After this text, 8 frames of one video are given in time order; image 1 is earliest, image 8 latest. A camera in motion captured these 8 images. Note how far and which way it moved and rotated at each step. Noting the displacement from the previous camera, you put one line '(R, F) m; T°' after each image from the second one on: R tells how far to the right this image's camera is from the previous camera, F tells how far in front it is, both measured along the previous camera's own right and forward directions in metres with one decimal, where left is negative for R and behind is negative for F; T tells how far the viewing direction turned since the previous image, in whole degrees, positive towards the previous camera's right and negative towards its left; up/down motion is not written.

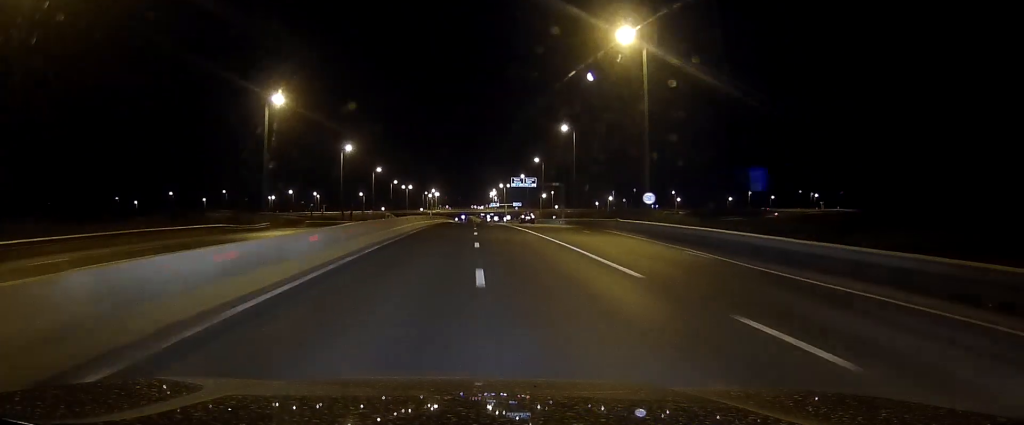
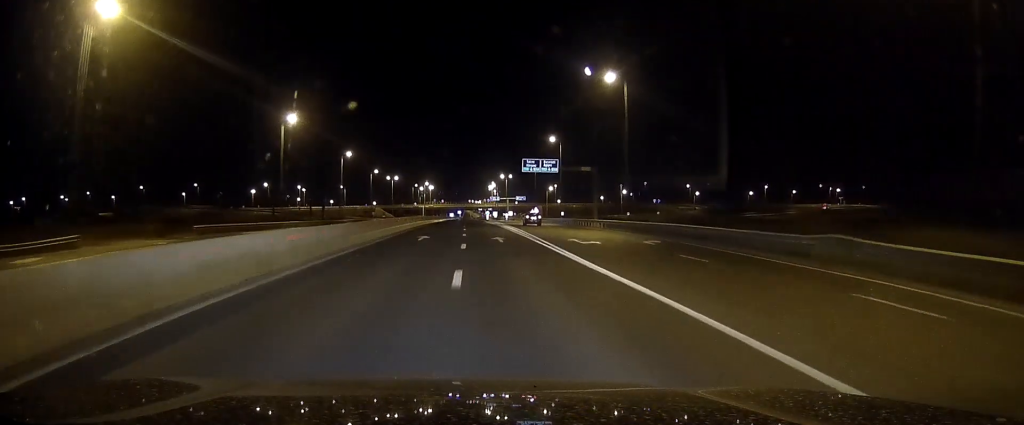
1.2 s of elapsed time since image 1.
(+0.2, +36.0) m; 0°
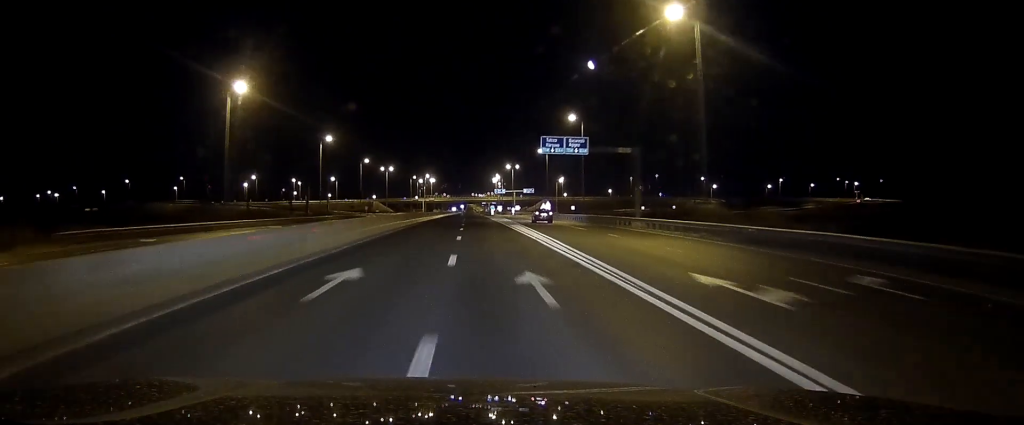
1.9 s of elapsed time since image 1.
(0.0, +20.5) m; 0°
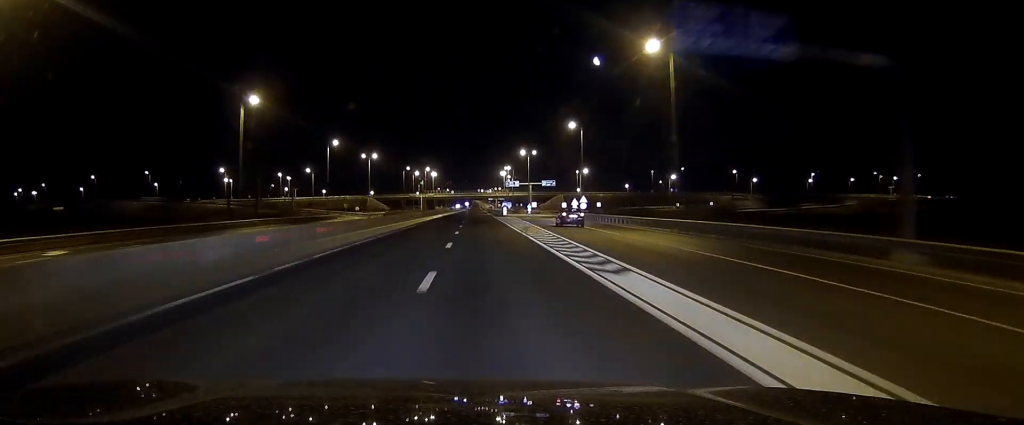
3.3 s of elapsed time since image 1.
(-0.1, +40.9) m; -1°
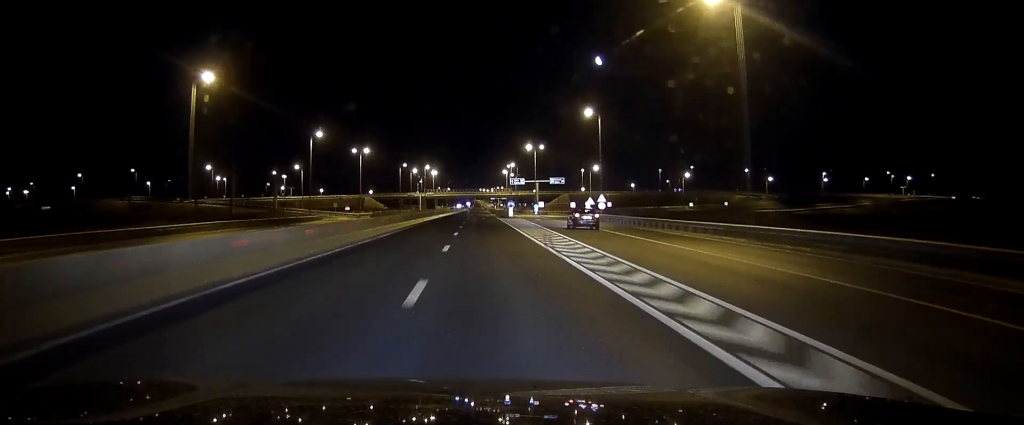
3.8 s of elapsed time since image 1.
(0.0, +13.6) m; 0°
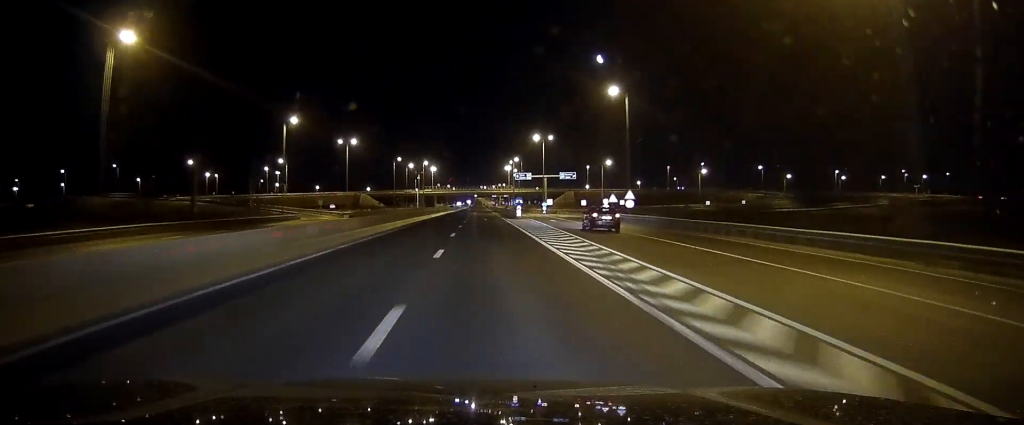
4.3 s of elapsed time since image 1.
(-0.1, +15.6) m; 0°
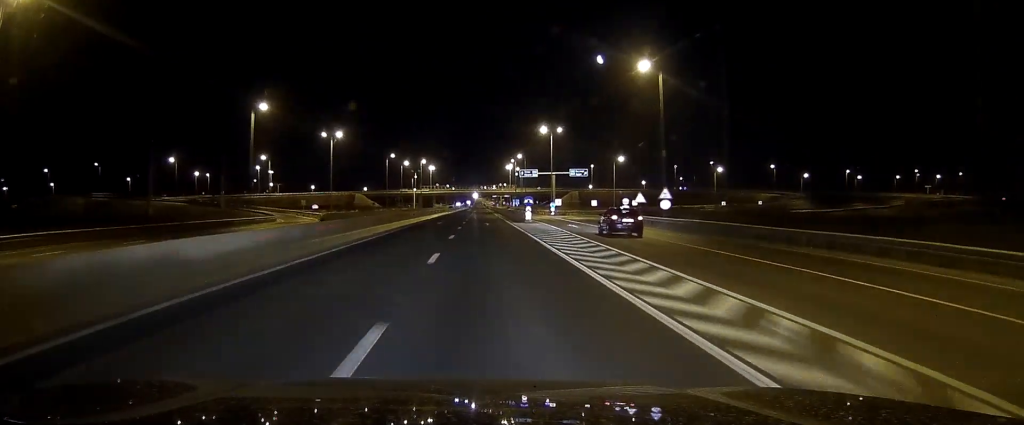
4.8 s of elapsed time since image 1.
(0.0, +13.7) m; 0°
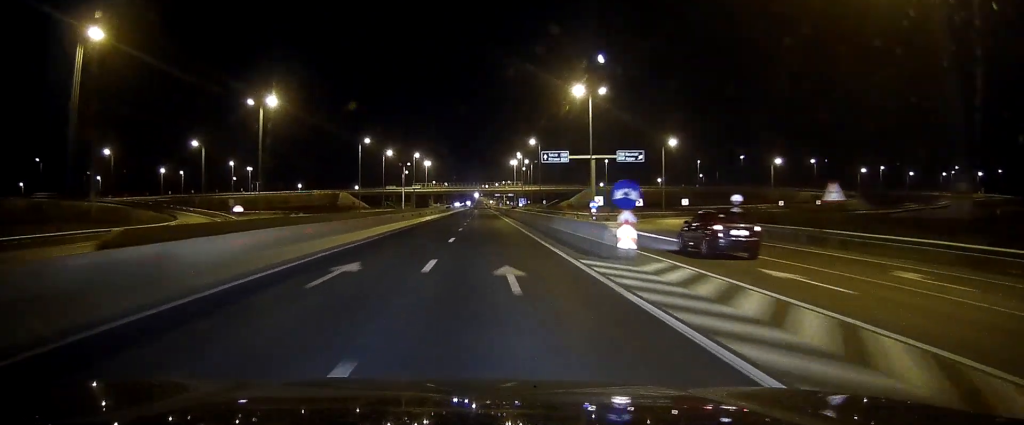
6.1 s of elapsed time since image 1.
(+0.1, +38.0) m; 0°
